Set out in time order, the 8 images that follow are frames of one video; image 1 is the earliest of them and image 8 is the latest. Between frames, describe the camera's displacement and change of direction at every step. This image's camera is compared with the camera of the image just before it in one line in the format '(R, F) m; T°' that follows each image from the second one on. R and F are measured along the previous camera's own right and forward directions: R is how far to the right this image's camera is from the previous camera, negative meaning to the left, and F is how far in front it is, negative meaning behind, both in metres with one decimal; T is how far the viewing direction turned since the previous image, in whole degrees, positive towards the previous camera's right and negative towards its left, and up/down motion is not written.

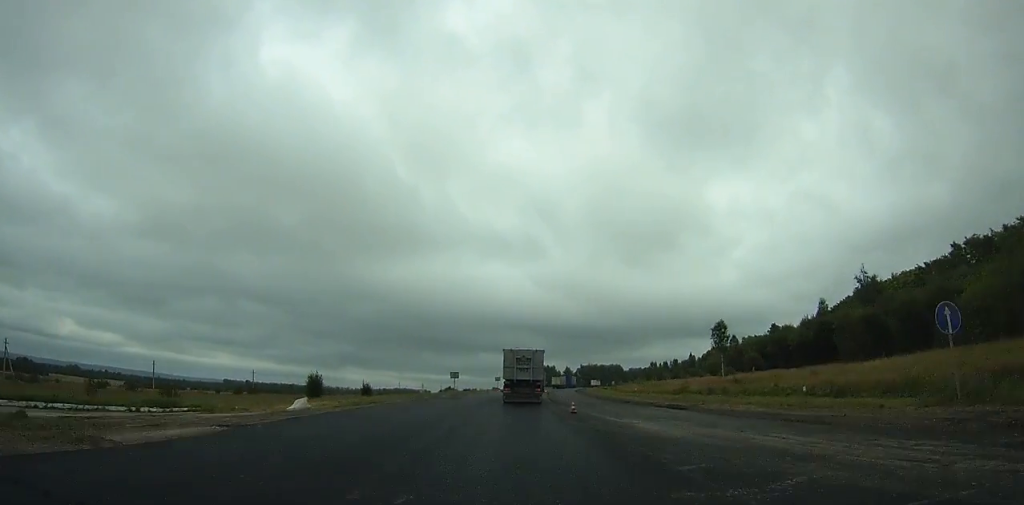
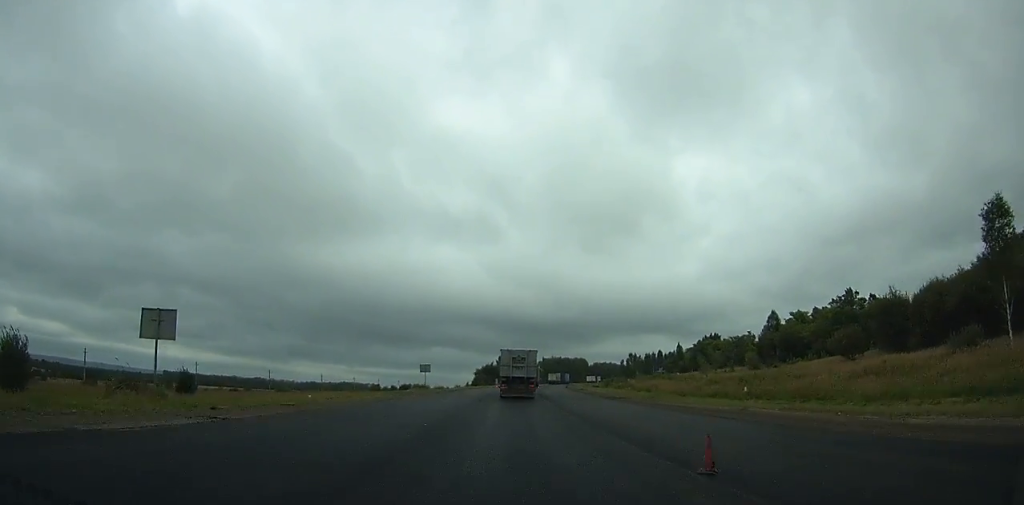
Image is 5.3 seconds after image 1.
(+2.6, +66.1) m; +4°
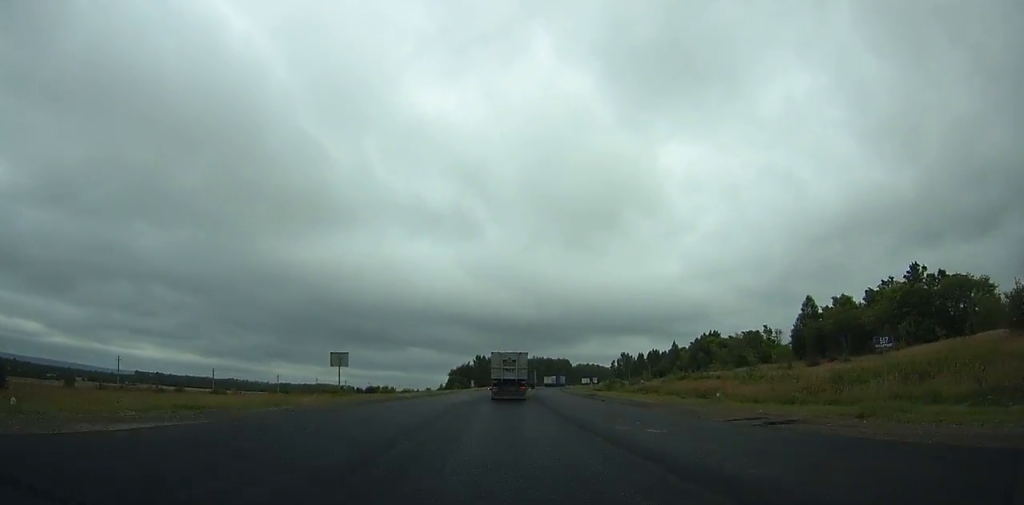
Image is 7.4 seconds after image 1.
(0.0, +28.1) m; +1°
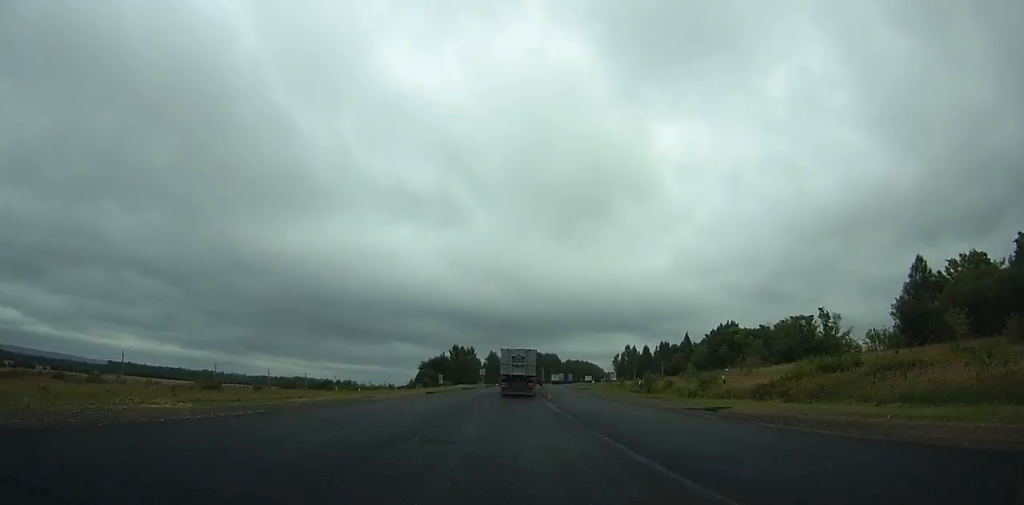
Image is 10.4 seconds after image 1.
(+0.9, +42.0) m; +3°
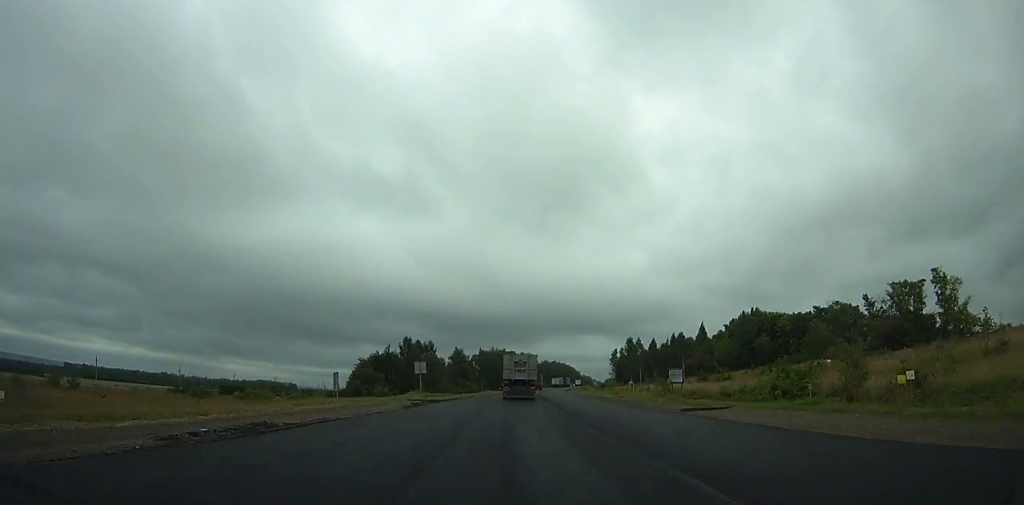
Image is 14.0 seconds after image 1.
(+1.7, +53.0) m; +3°
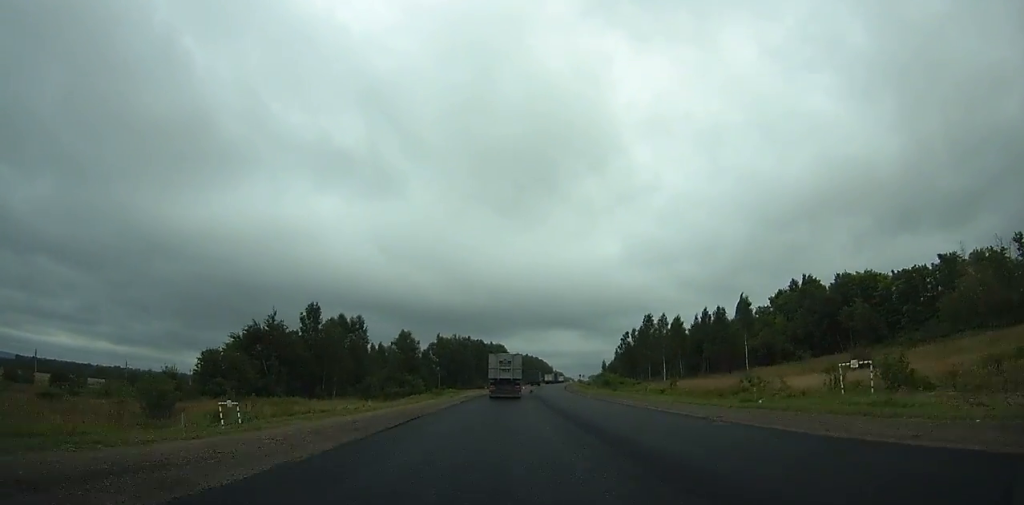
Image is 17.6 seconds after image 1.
(+1.5, +56.0) m; +3°
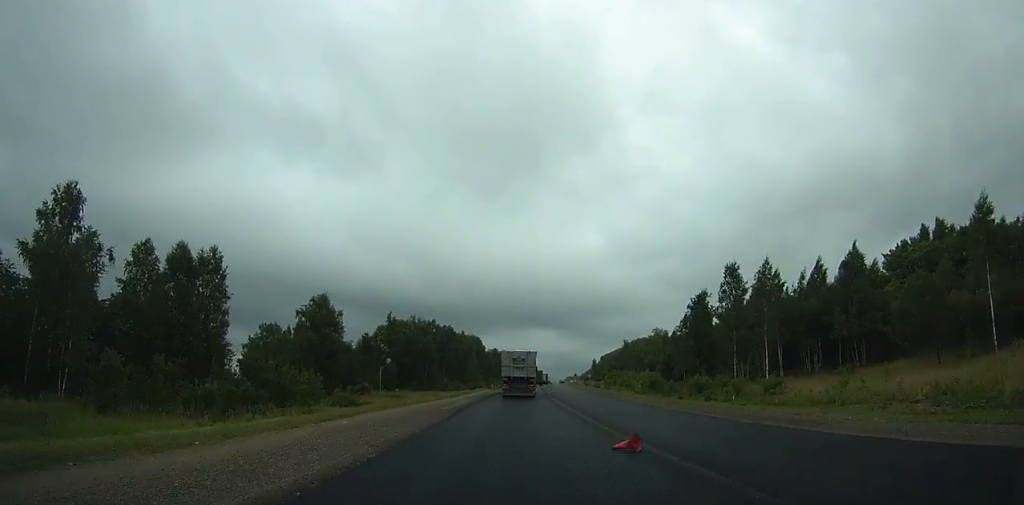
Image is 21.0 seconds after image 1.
(+1.3, +55.2) m; +3°
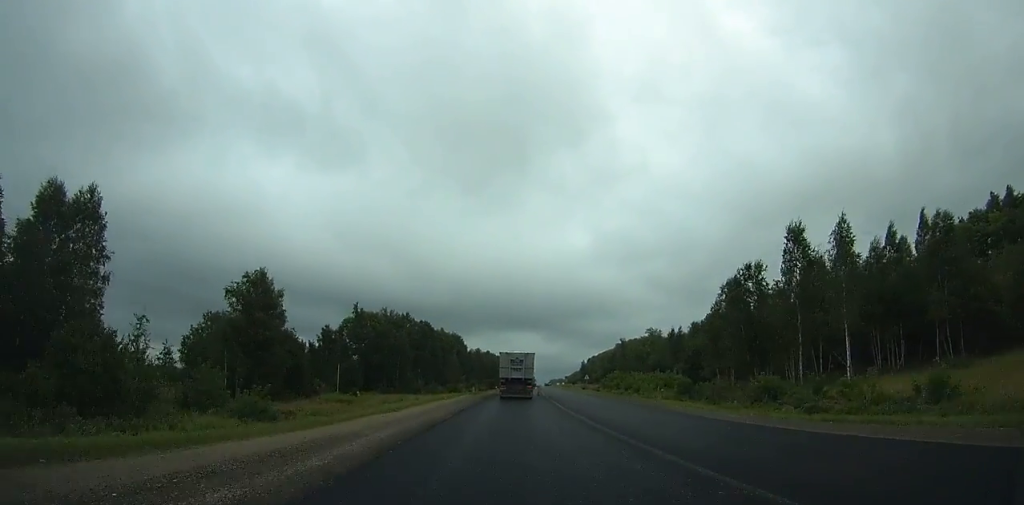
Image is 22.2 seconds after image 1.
(-0.2, +19.7) m; +1°
